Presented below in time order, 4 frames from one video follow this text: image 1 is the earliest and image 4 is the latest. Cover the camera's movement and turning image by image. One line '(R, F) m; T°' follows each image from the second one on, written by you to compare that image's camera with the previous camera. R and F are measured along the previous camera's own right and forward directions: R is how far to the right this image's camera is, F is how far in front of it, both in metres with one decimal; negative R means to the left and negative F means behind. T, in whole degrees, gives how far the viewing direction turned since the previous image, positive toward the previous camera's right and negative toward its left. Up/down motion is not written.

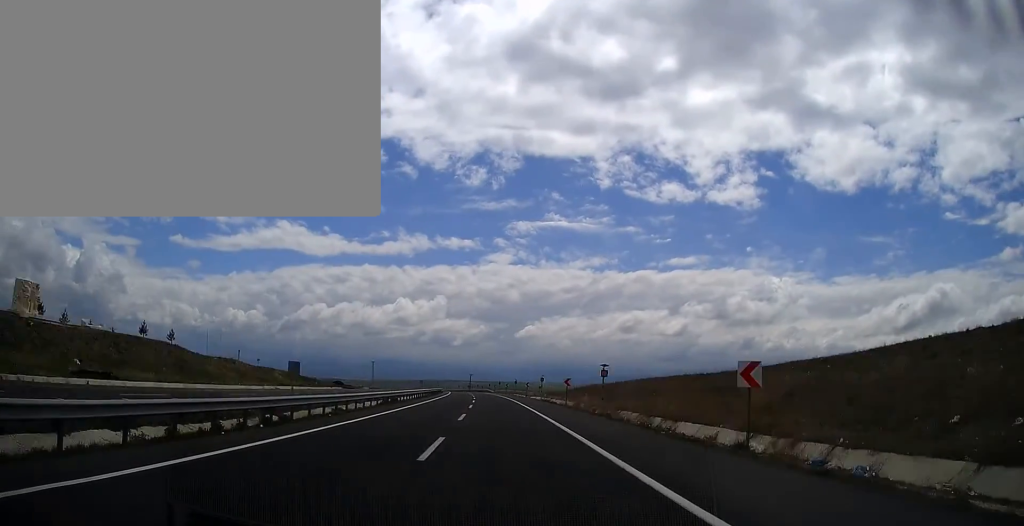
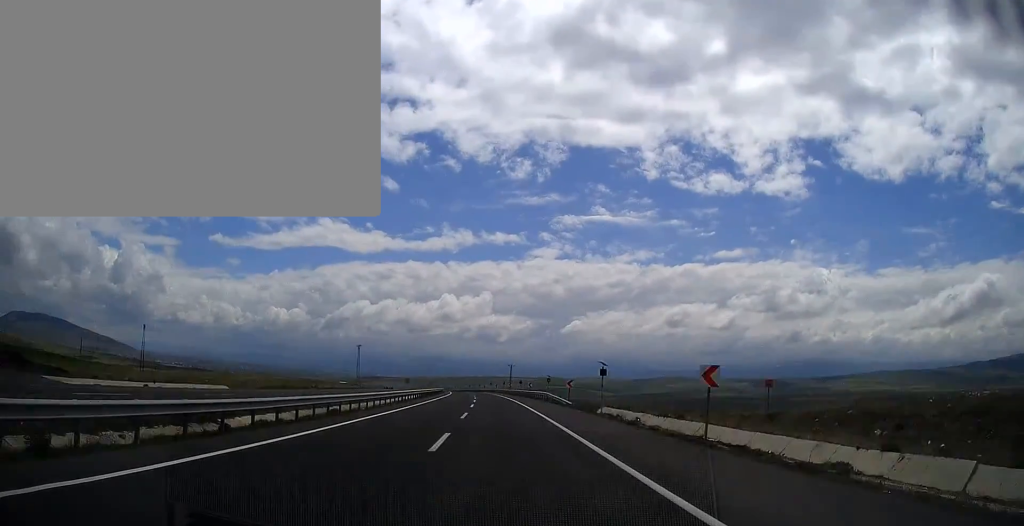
(-3.9, +99.4) m; -4°
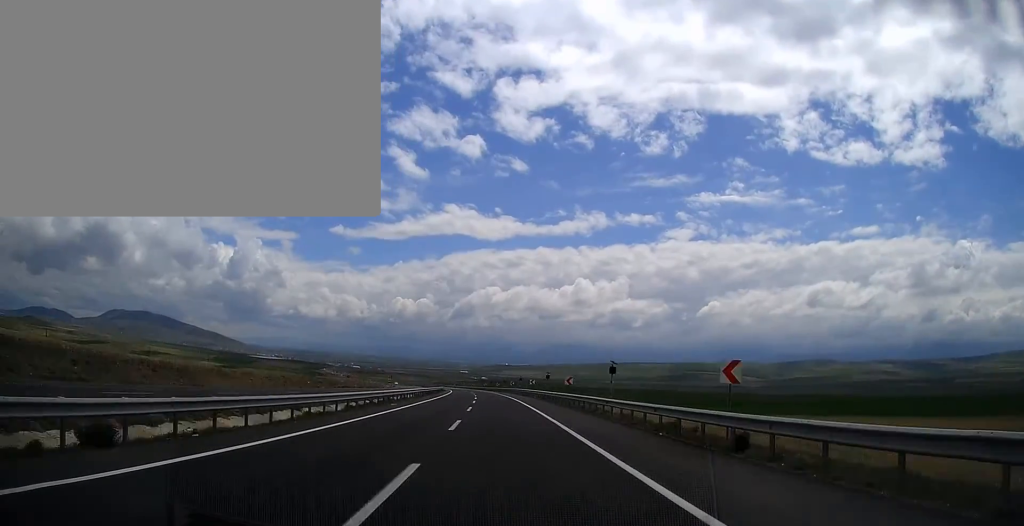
(-29.4, +297.3) m; -12°
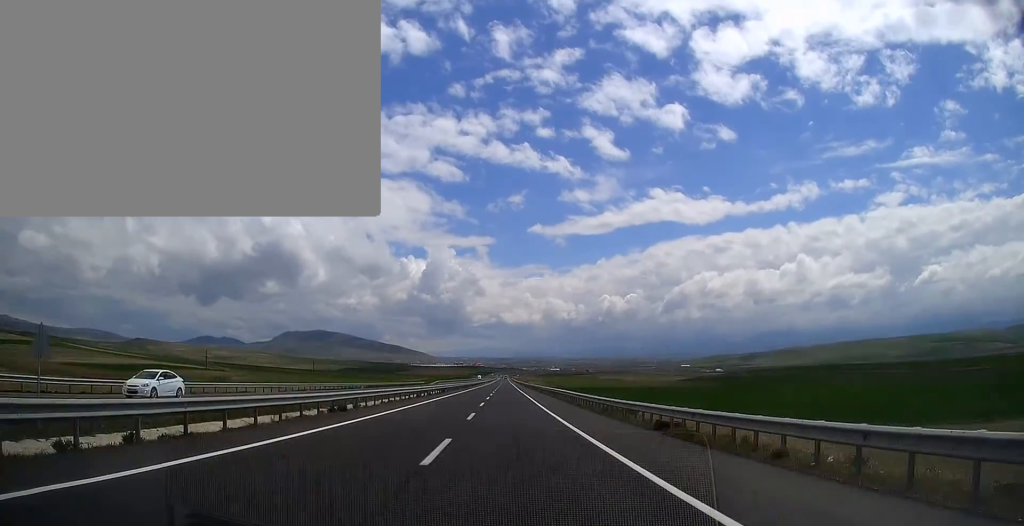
(-91.7, +513.9) m; -17°
